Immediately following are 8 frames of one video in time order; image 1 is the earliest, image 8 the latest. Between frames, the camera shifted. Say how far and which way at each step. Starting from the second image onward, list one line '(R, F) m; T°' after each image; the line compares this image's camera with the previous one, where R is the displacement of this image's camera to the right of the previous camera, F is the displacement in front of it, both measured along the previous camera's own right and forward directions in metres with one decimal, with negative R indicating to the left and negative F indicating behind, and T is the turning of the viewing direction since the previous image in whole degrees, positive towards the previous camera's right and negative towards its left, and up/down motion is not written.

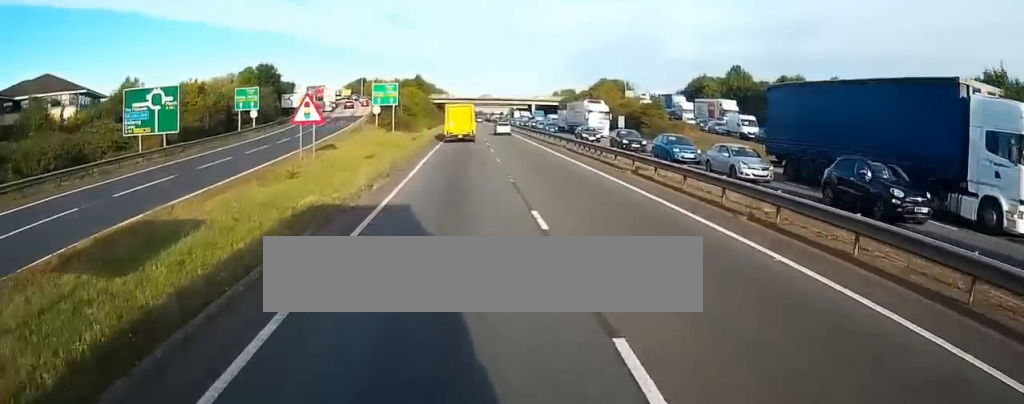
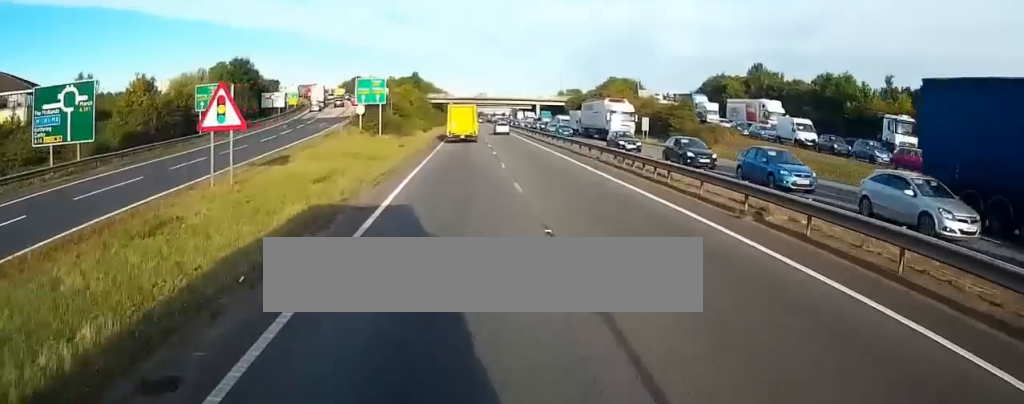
(0.0, +11.4) m; 0°
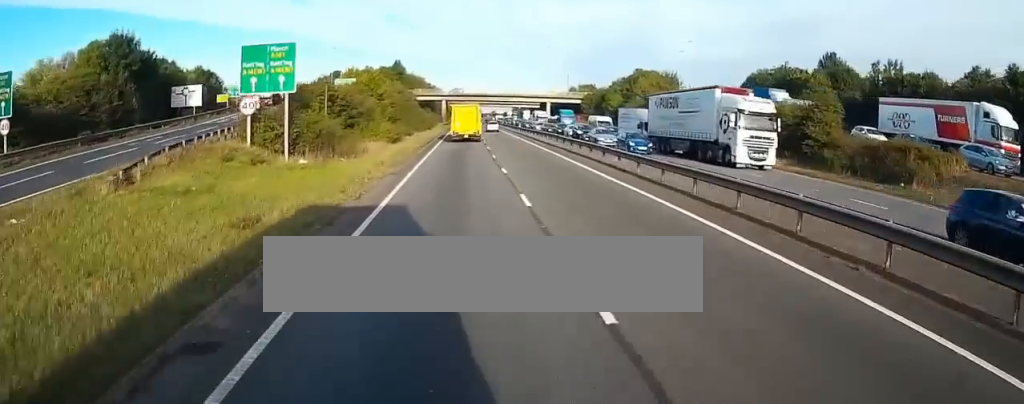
(0.0, +28.8) m; 0°
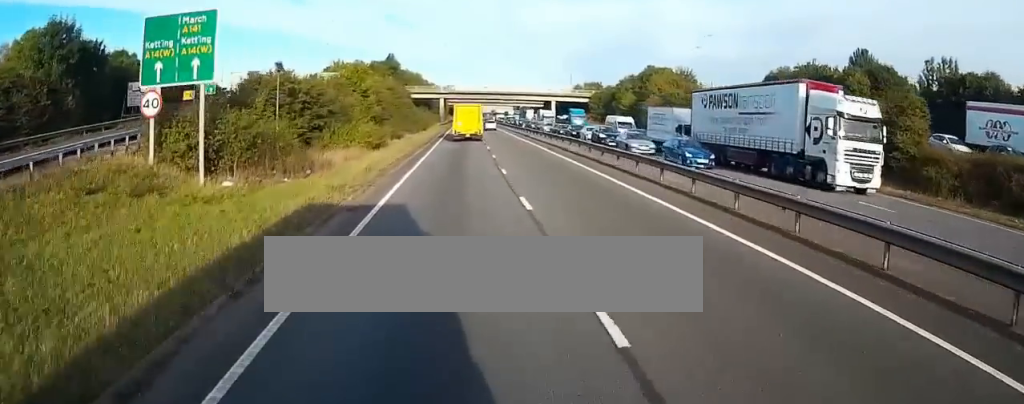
(-0.1, +9.4) m; 0°
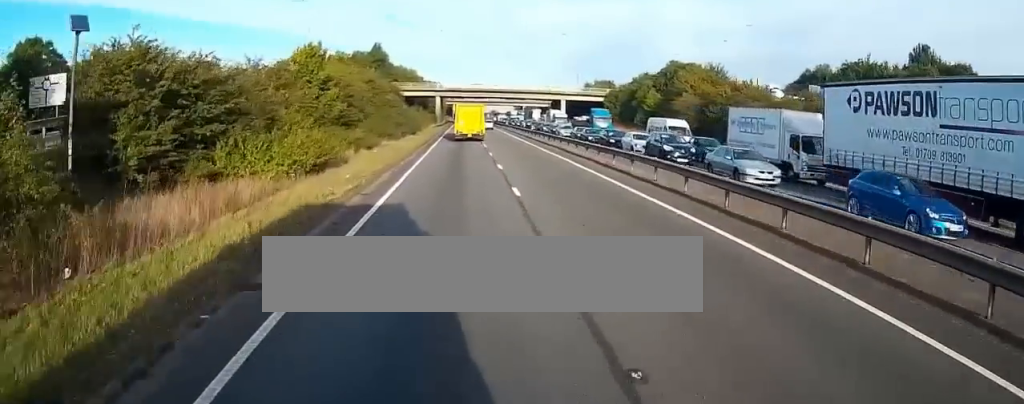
(+0.2, +15.4) m; 0°
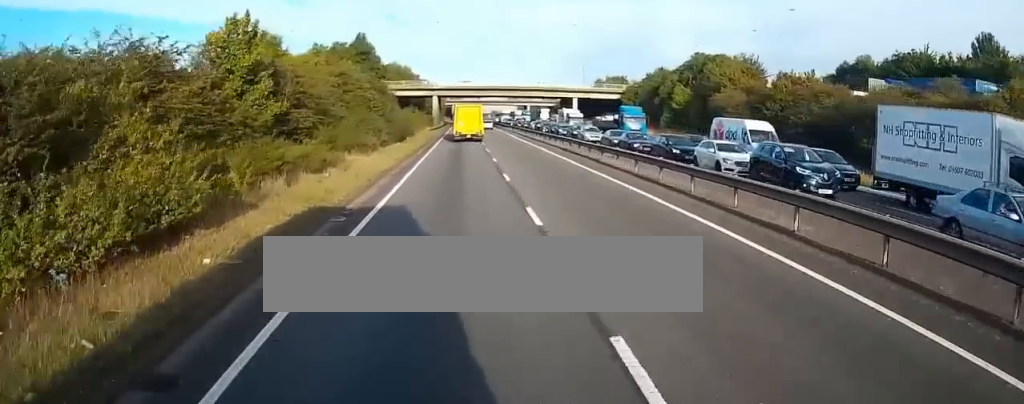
(+0.1, +13.2) m; 0°
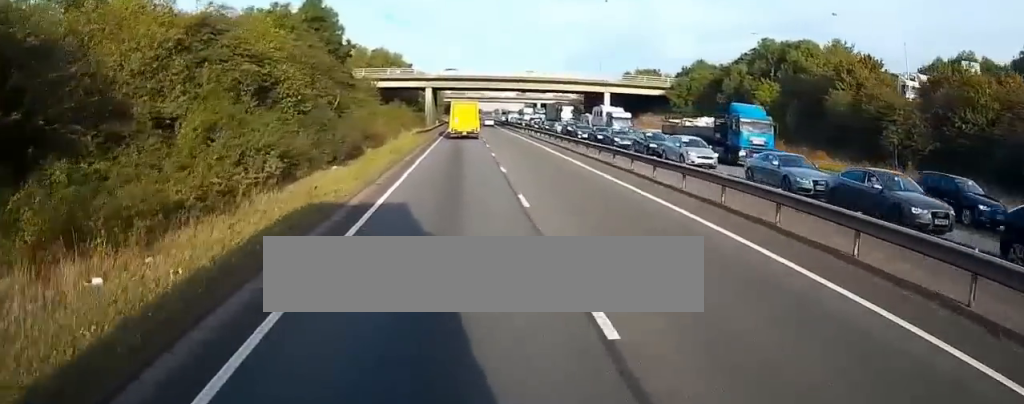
(-0.1, +24.3) m; -1°
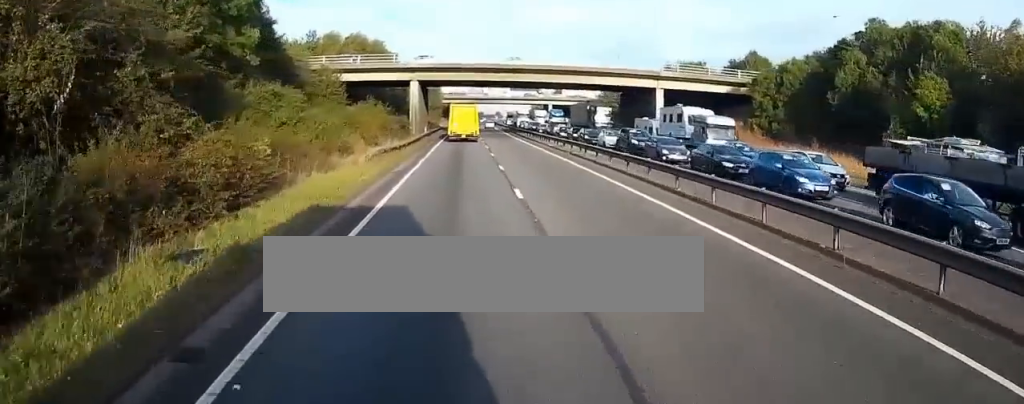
(-0.2, +24.3) m; 0°
